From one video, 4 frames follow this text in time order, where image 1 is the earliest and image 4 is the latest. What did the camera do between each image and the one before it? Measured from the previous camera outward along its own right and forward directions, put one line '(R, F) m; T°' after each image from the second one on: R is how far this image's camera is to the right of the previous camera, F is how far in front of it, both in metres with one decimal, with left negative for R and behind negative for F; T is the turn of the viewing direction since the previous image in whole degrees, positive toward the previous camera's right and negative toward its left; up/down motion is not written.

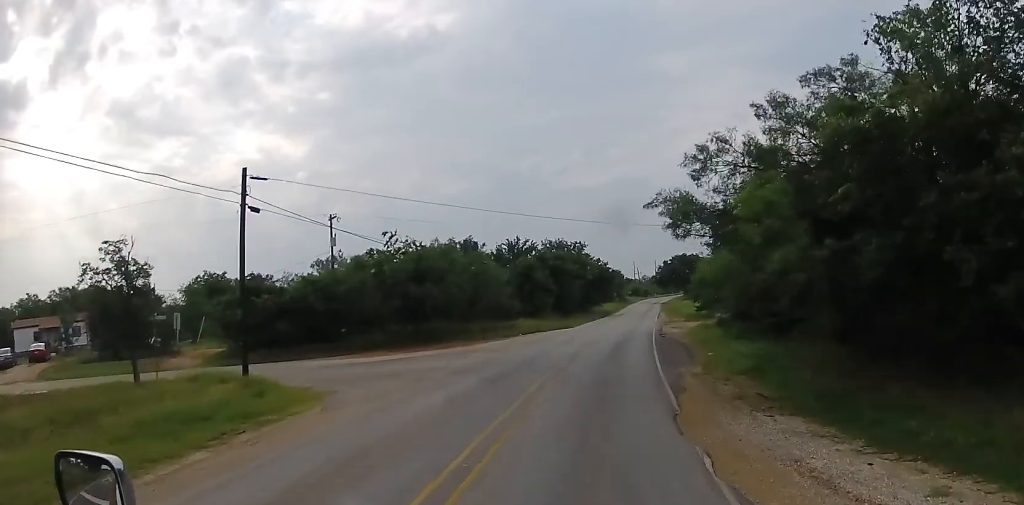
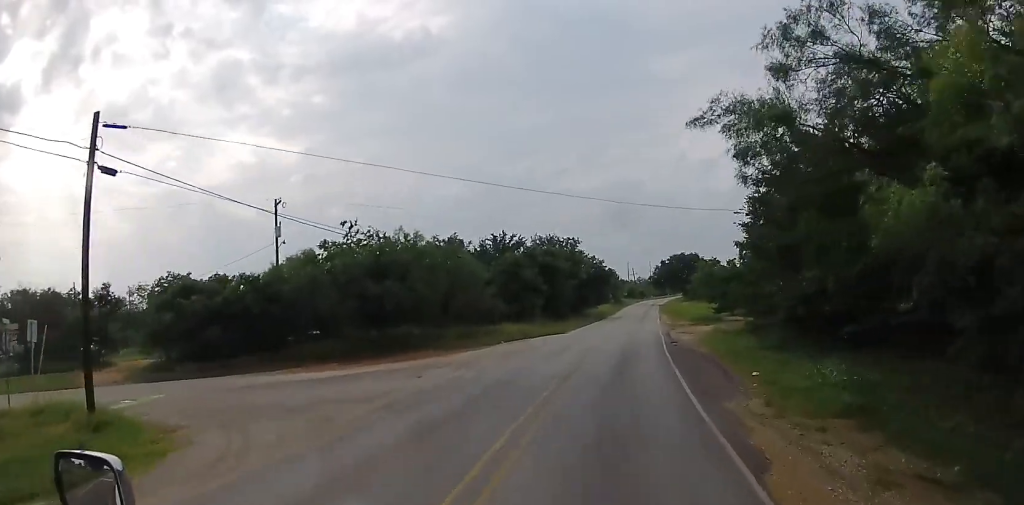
(+0.6, +8.0) m; +5°
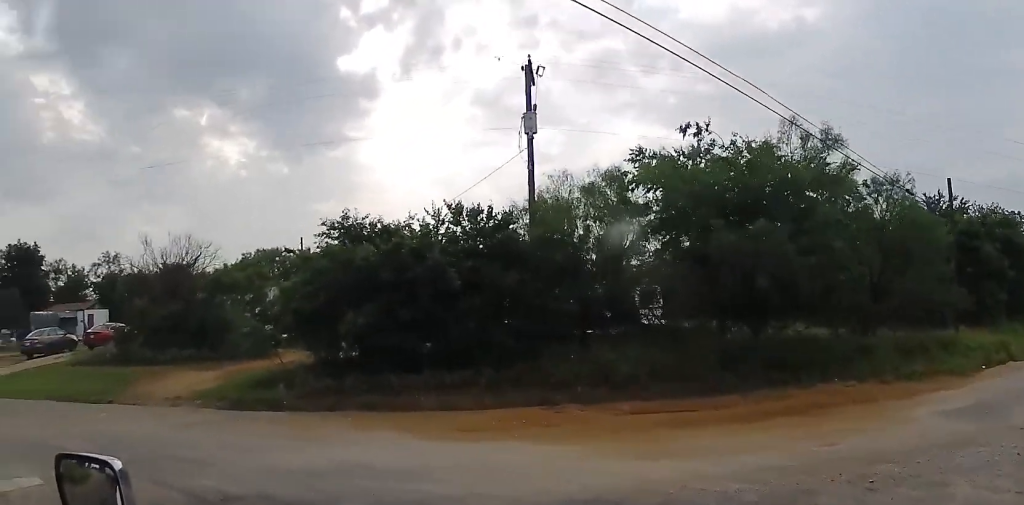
(-4.2, +22.2) m; -39°
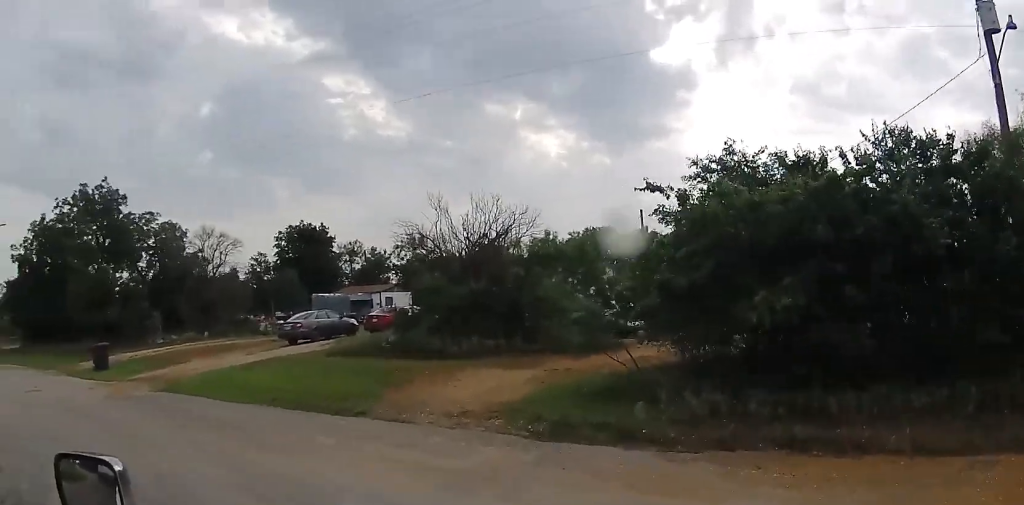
(-1.6, +5.9) m; -32°
